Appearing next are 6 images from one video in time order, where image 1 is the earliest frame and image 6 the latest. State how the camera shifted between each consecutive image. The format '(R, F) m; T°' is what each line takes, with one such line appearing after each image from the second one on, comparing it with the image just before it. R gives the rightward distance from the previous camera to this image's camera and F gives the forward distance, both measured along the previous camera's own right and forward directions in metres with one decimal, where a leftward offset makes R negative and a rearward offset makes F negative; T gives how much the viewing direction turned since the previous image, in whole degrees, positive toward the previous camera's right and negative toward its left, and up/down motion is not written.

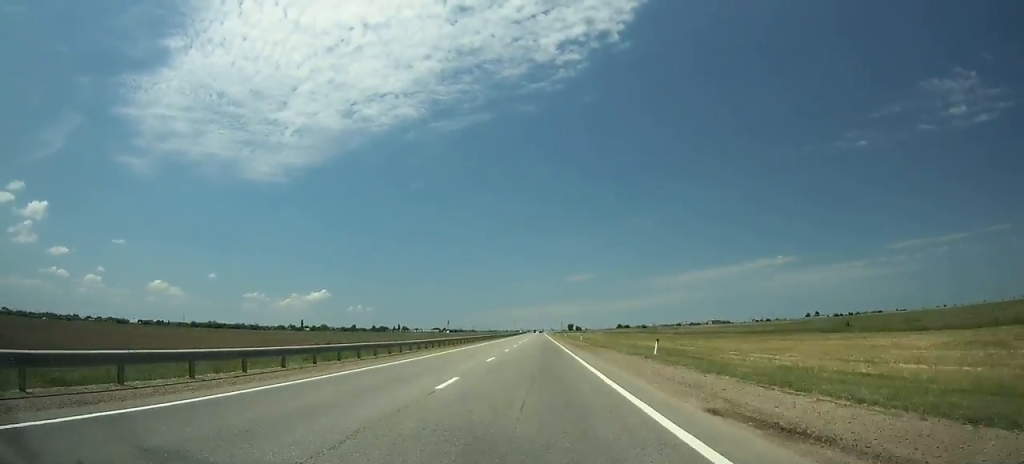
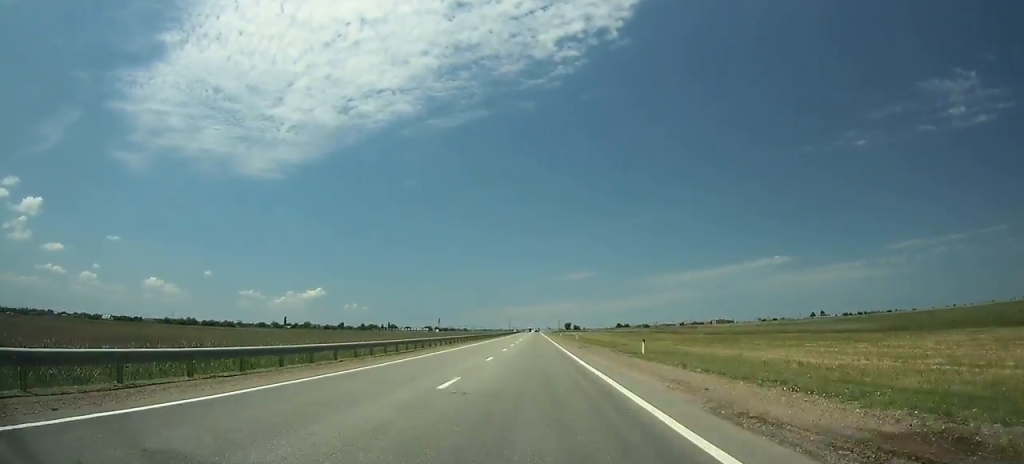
(-0.1, +46.7) m; 0°
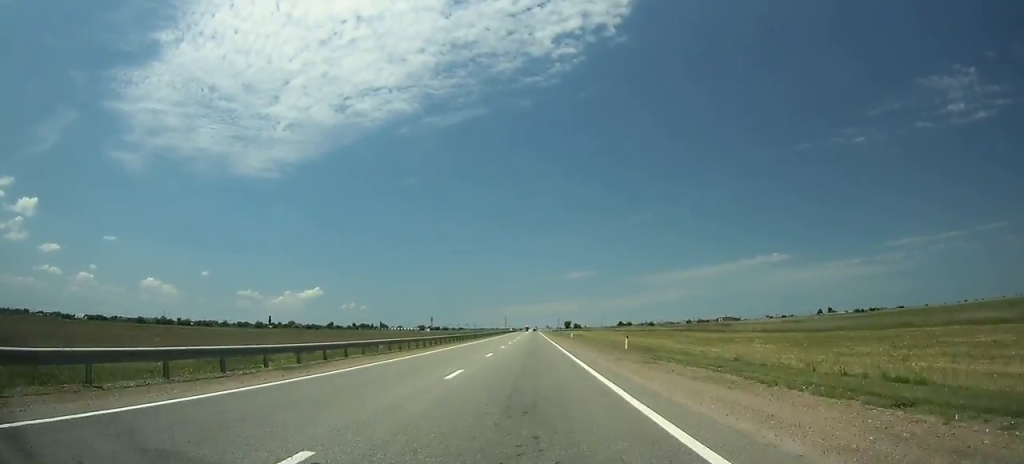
(+0.1, +46.3) m; 0°
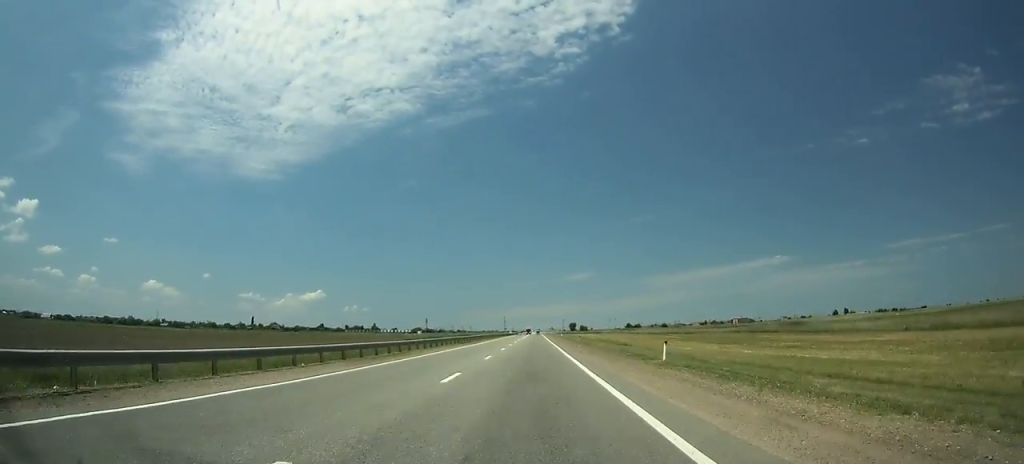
(+0.1, +60.6) m; 0°
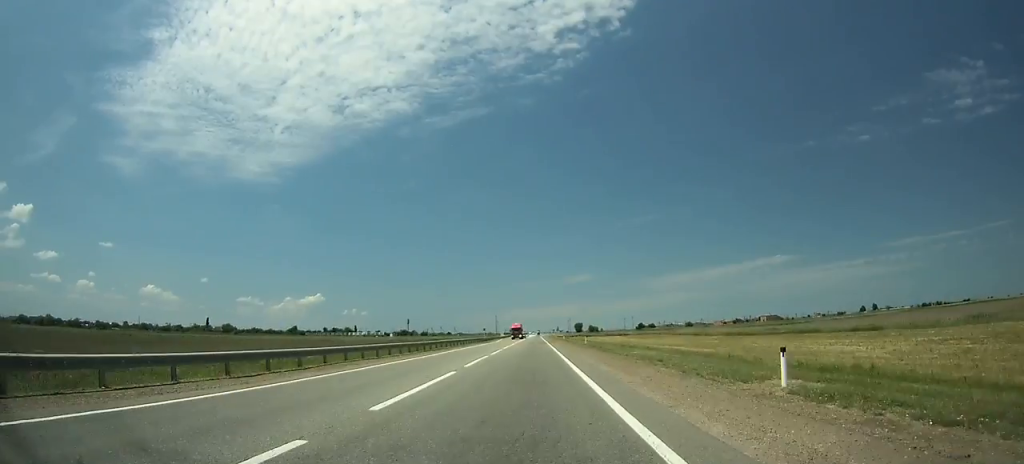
(0.0, +112.3) m; 0°
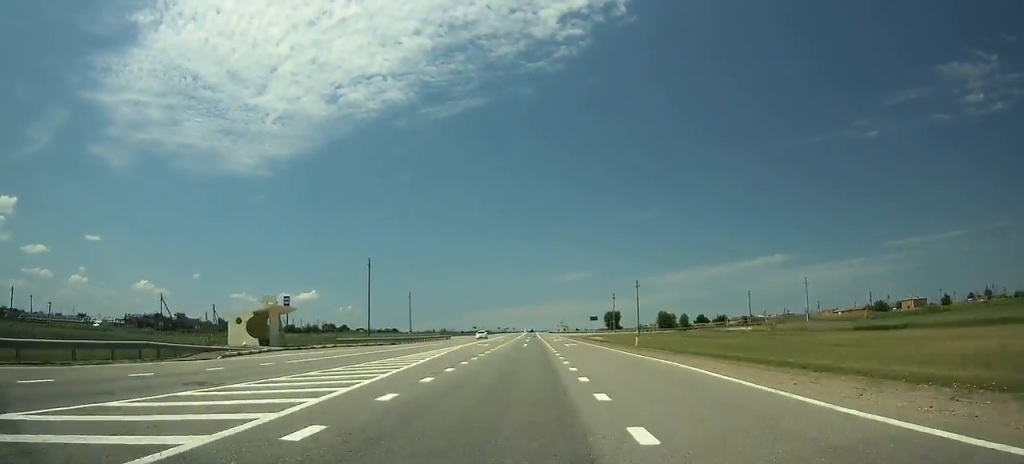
(+2.2, +327.1) m; +1°
